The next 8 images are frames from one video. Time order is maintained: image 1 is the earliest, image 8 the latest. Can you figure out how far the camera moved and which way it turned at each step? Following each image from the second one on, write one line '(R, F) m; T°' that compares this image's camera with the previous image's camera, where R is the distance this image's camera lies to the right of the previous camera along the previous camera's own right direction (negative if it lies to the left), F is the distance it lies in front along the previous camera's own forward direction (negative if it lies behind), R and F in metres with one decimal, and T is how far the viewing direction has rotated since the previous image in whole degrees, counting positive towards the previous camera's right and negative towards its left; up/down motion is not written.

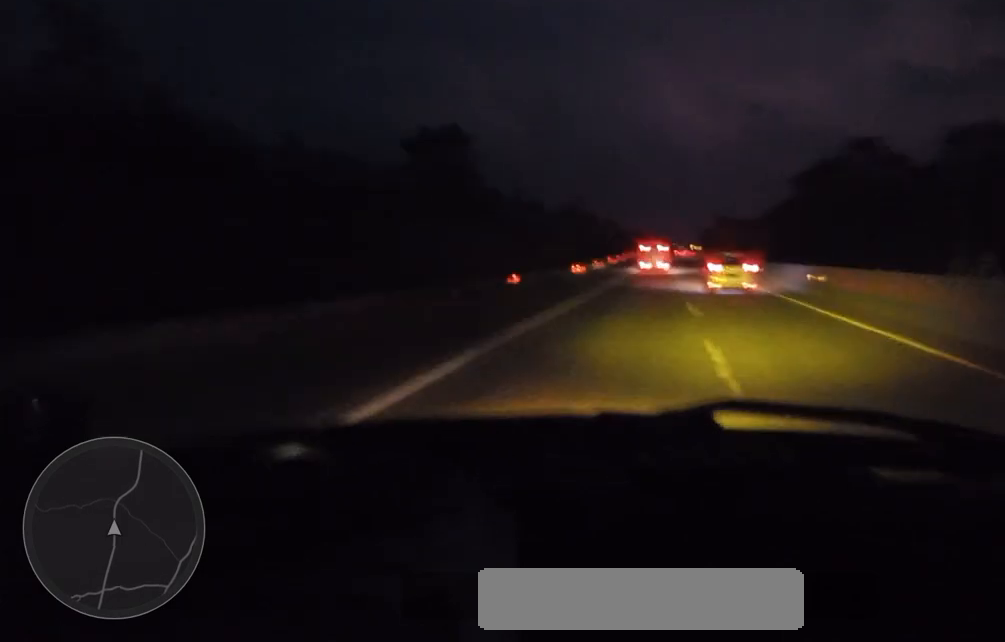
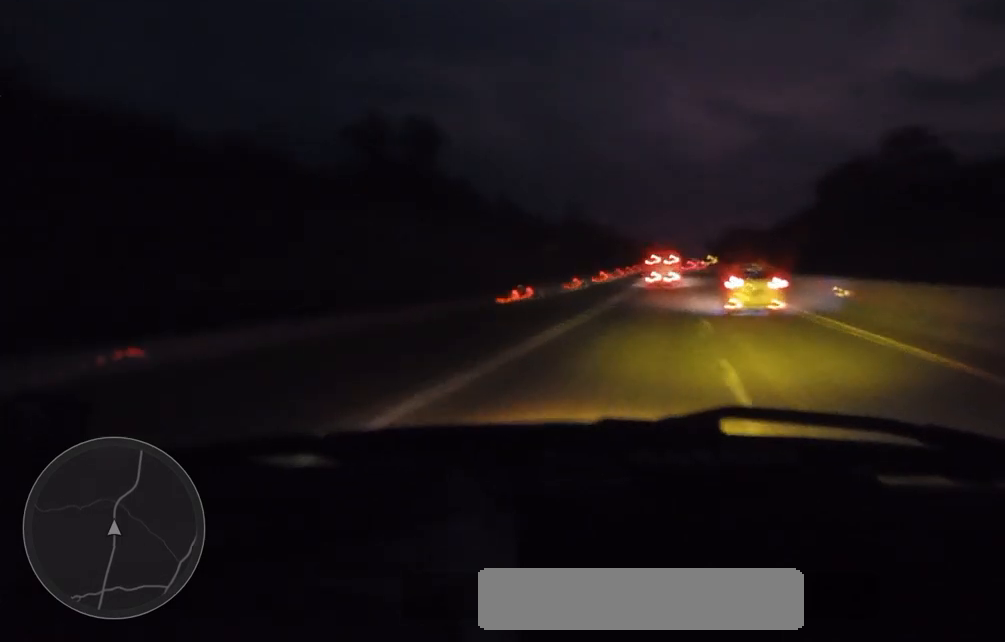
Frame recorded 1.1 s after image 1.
(0.0, +29.2) m; 0°
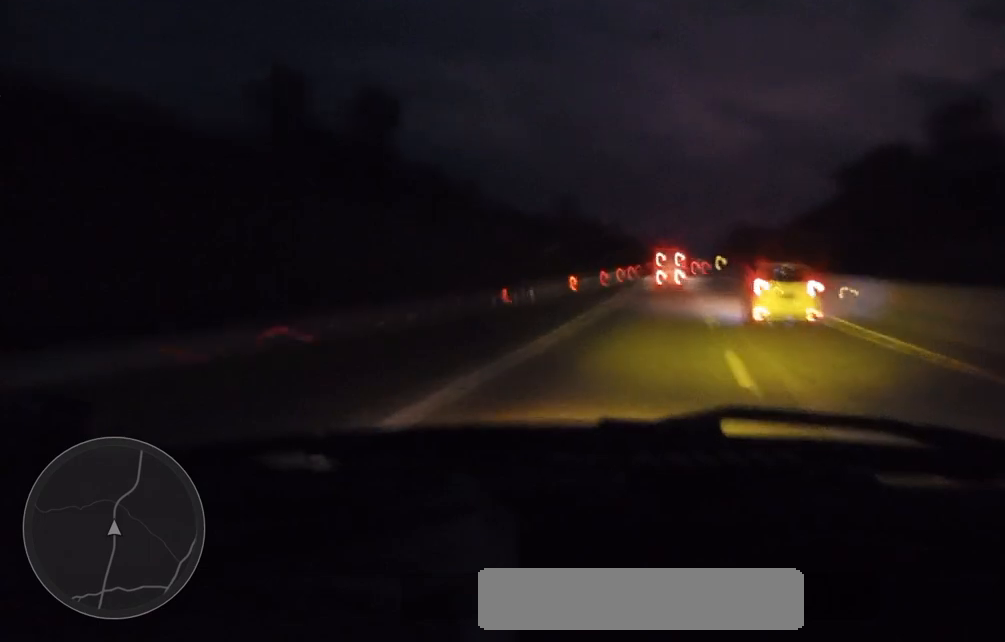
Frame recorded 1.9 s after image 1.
(0.0, +23.4) m; 0°
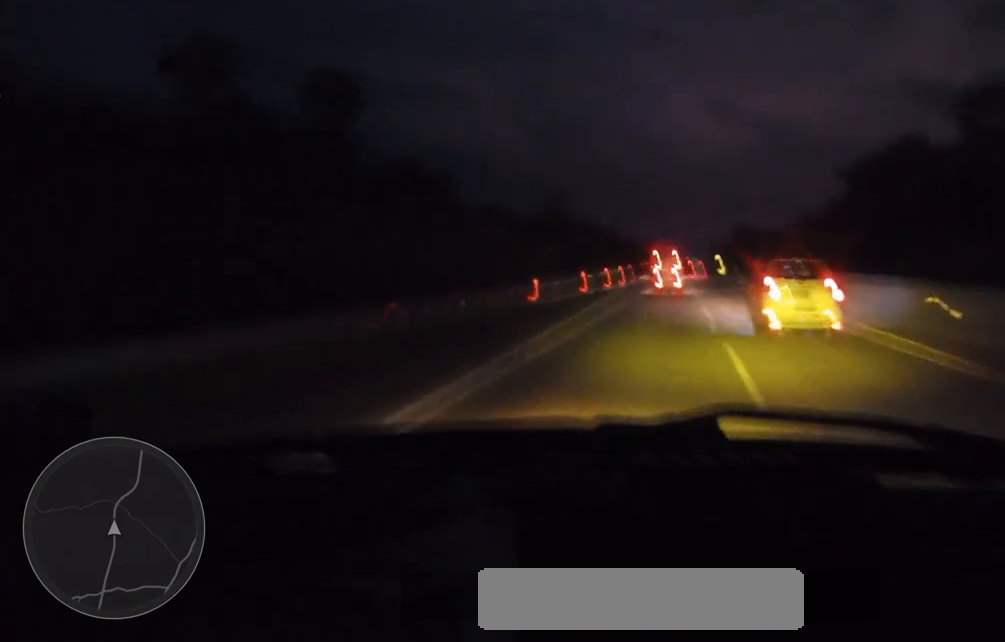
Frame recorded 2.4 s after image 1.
(+0.1, +14.2) m; 0°
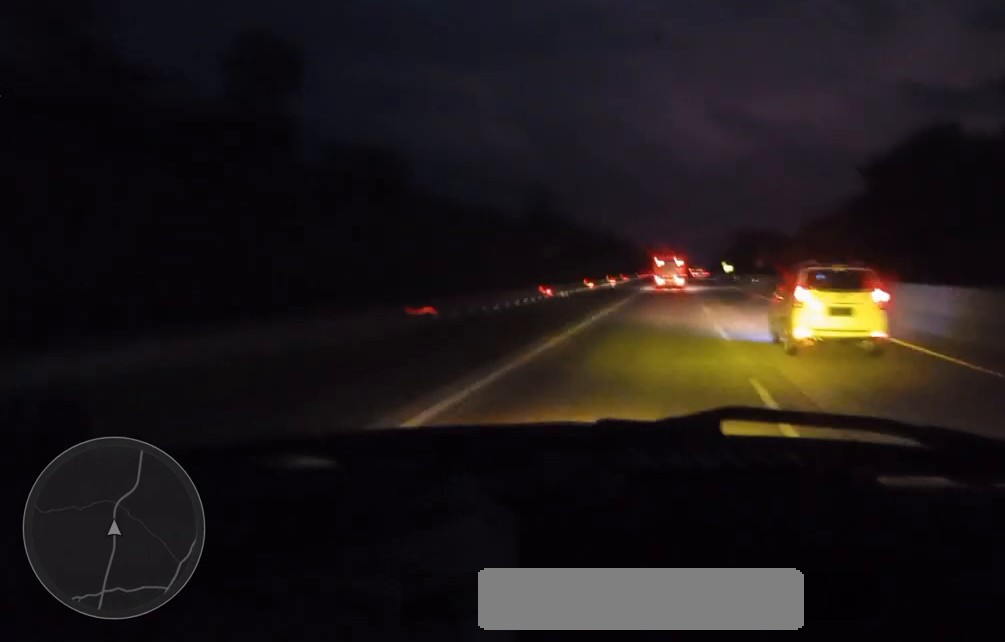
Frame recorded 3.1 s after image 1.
(-0.1, +18.4) m; 0°
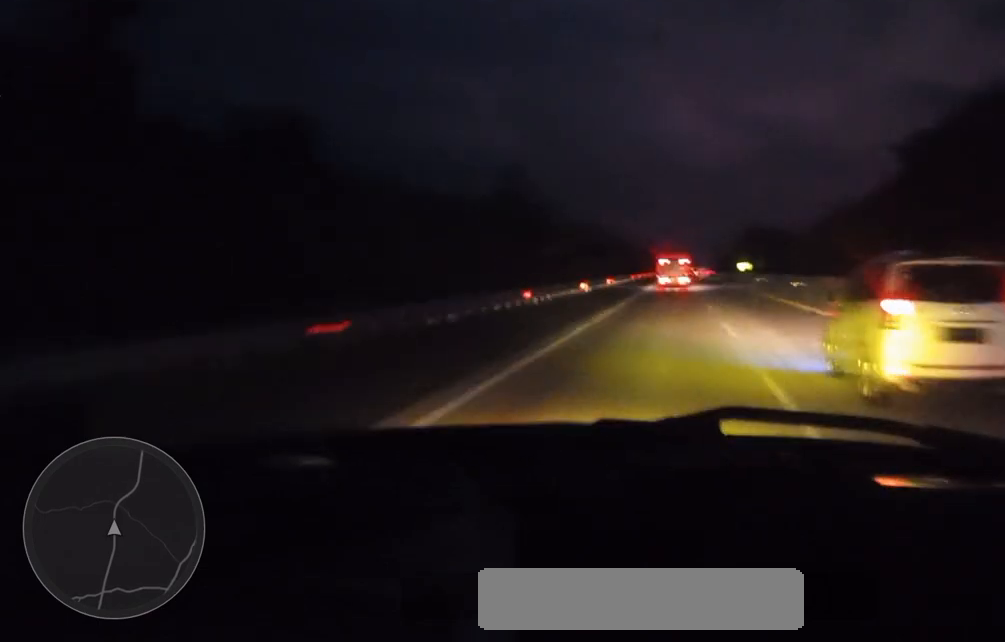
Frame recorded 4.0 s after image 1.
(-0.1, +25.4) m; 0°
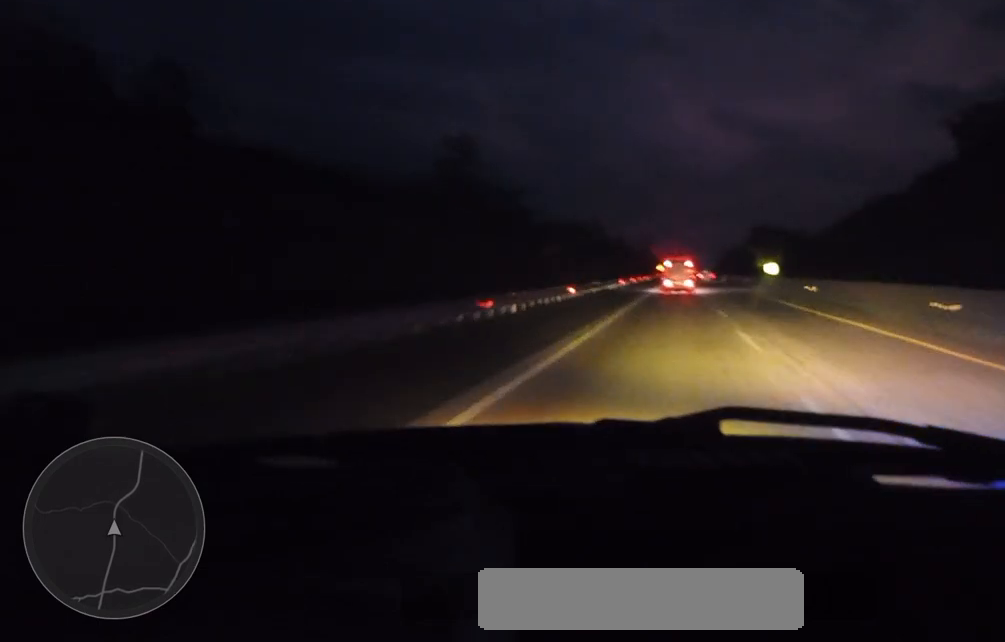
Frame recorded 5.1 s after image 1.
(0.0, +29.7) m; 0°
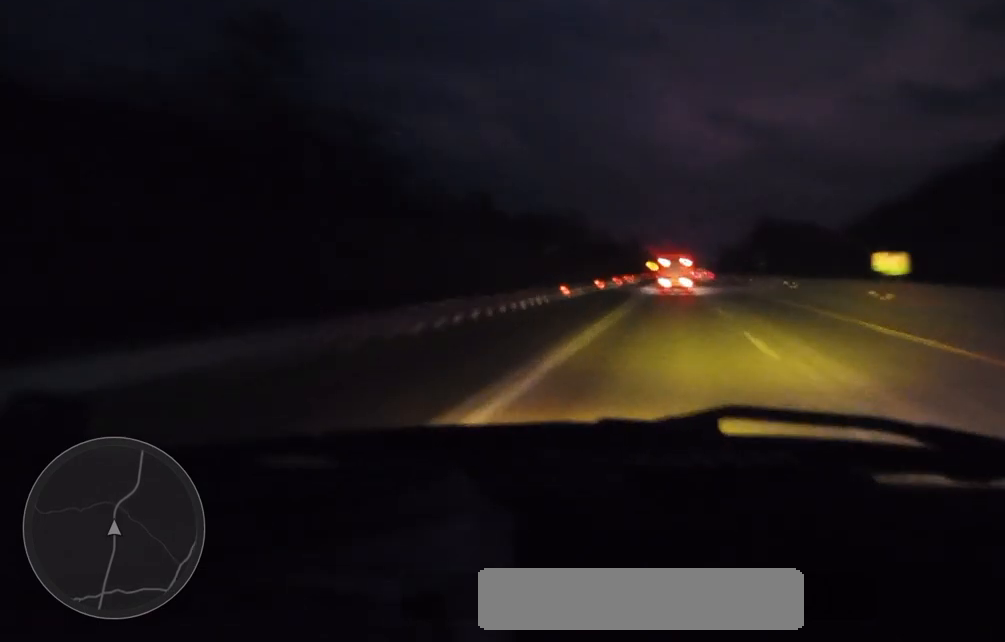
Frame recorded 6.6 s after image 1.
(0.0, +42.3) m; 0°
